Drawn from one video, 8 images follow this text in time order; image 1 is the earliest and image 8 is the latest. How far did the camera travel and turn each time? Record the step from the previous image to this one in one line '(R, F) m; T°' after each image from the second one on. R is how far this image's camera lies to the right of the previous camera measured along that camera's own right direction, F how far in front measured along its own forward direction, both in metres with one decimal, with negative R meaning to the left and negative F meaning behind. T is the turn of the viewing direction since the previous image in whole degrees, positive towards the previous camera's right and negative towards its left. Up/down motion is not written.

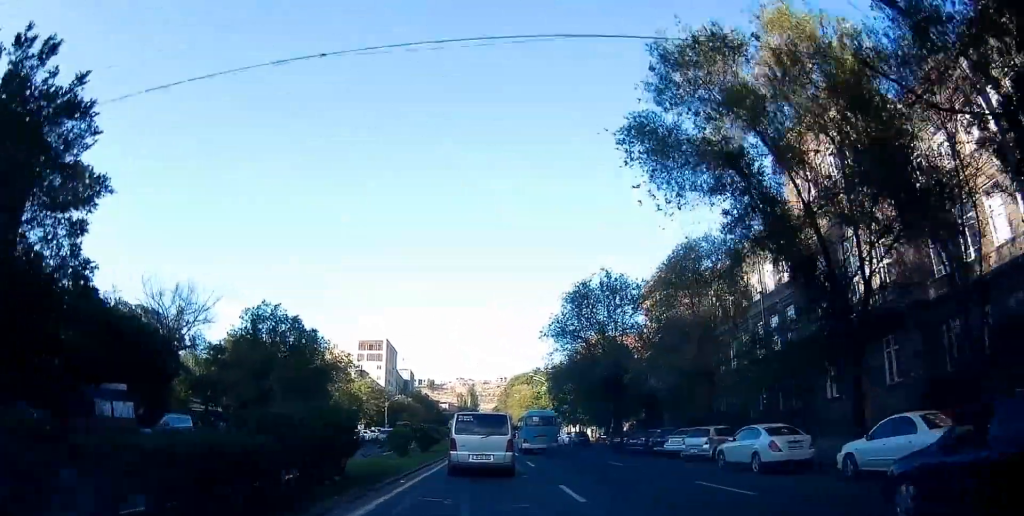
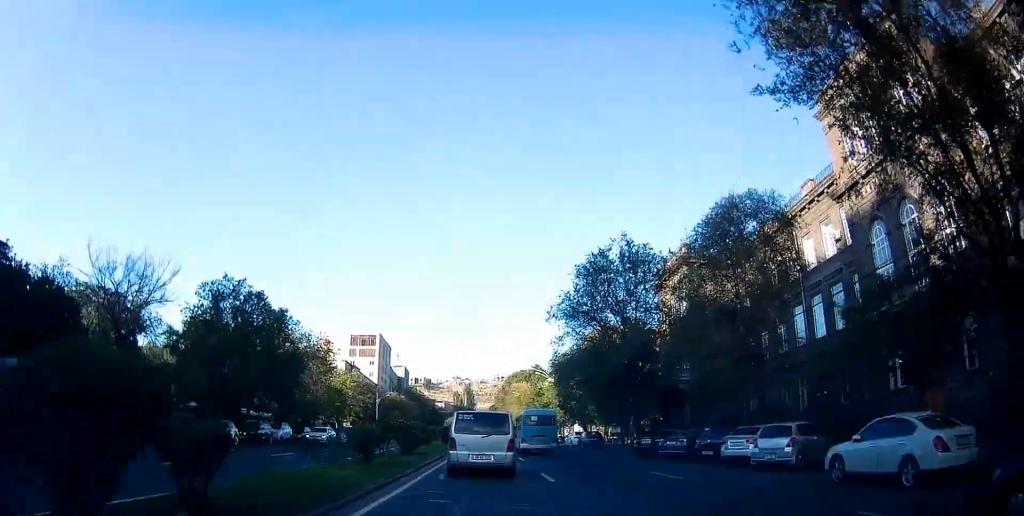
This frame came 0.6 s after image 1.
(-0.2, +7.3) m; +1°
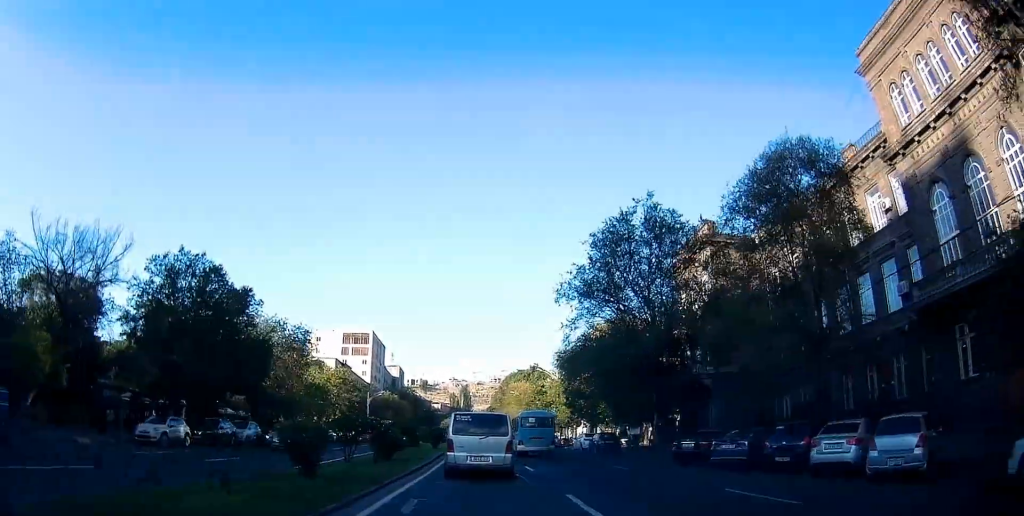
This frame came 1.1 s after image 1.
(+0.2, +6.5) m; +2°
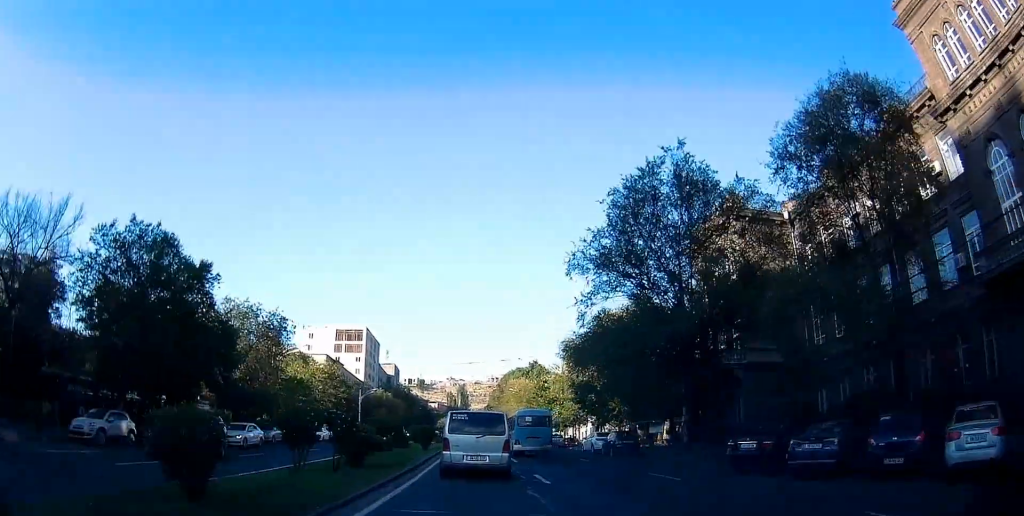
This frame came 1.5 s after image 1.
(+0.1, +5.7) m; +2°
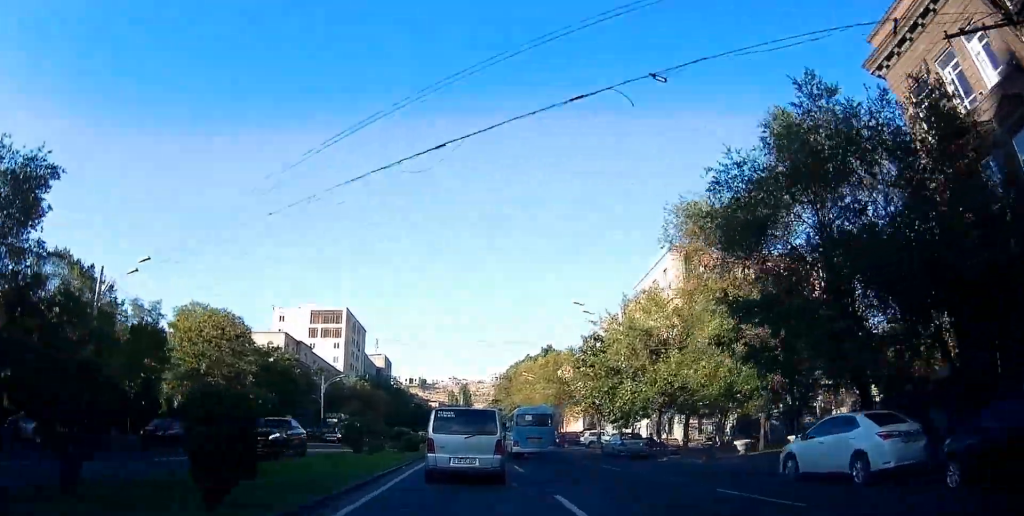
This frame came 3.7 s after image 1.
(-0.3, +28.8) m; -2°
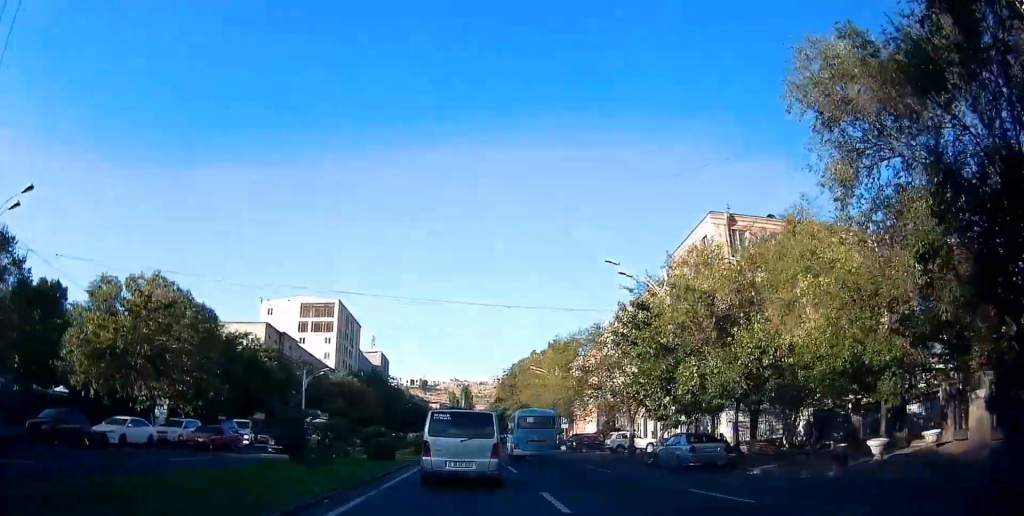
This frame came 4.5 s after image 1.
(+0.2, +10.1) m; 0°
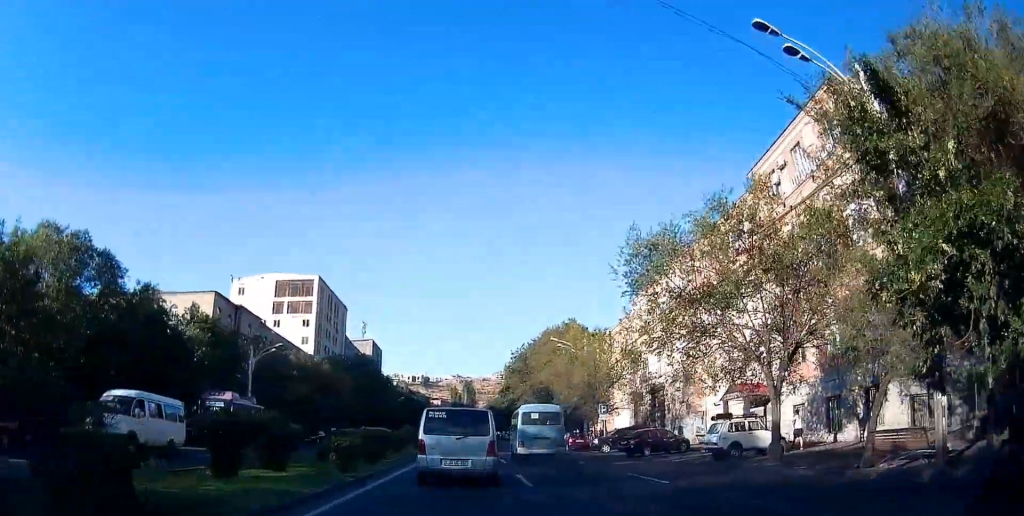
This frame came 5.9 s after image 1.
(-0.2, +18.9) m; +1°
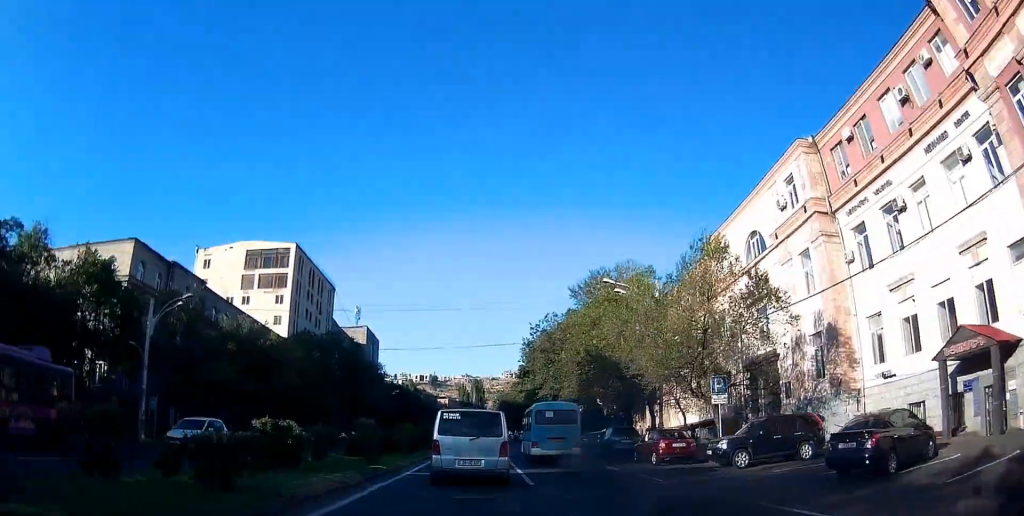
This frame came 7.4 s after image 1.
(+0.4, +20.3) m; 0°
